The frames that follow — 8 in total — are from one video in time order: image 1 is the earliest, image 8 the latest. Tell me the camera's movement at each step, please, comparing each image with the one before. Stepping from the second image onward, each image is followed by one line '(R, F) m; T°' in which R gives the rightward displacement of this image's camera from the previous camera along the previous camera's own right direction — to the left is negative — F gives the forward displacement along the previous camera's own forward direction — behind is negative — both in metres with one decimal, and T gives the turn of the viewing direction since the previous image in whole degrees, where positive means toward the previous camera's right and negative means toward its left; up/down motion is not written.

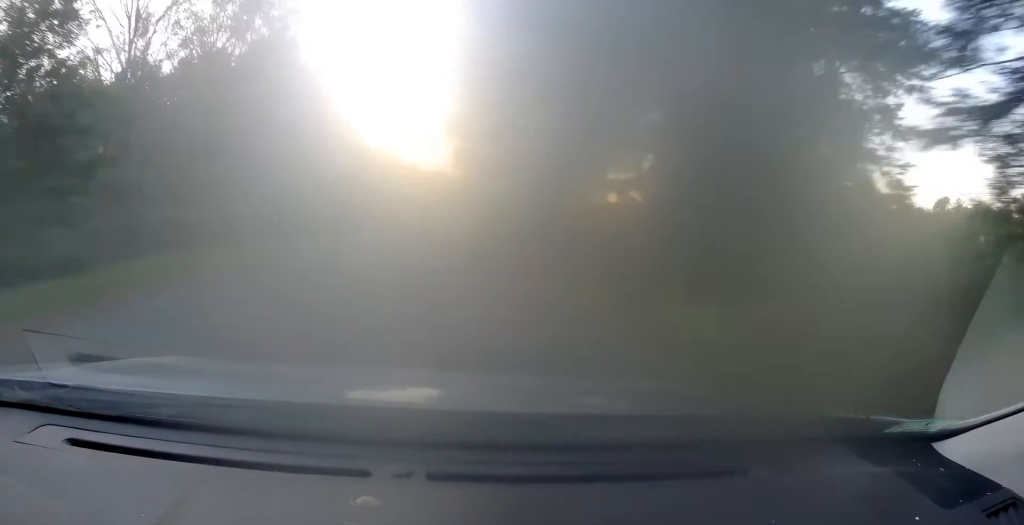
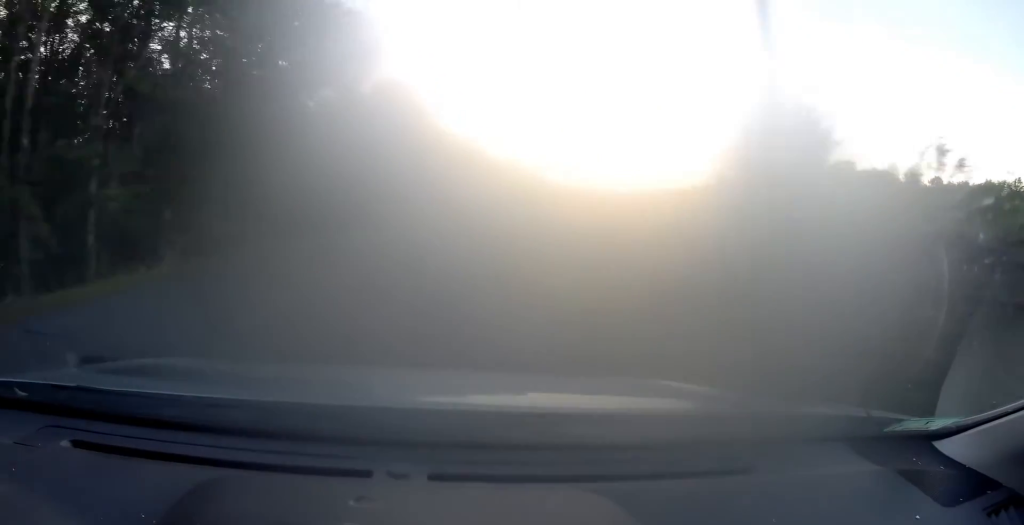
(-1.8, +60.5) m; -1°
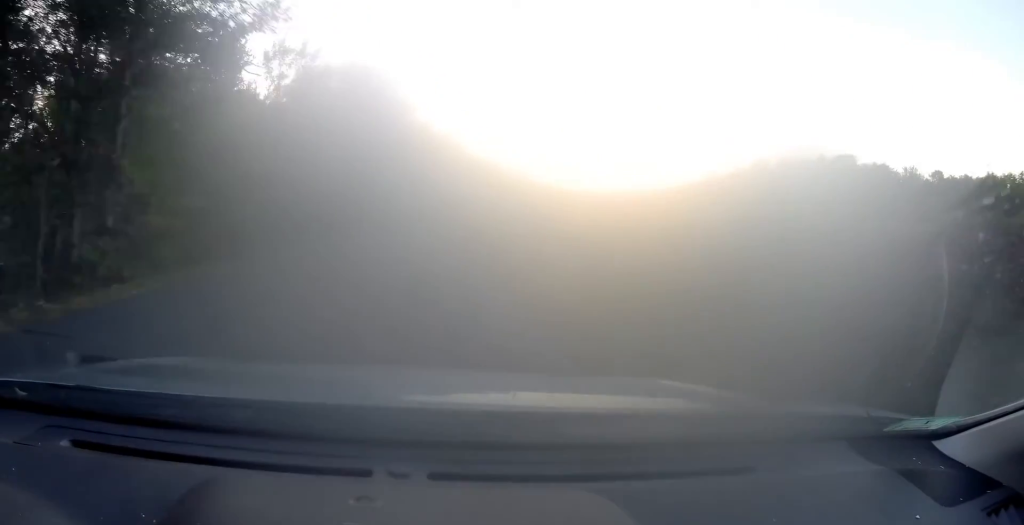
(+0.1, +12.0) m; +1°
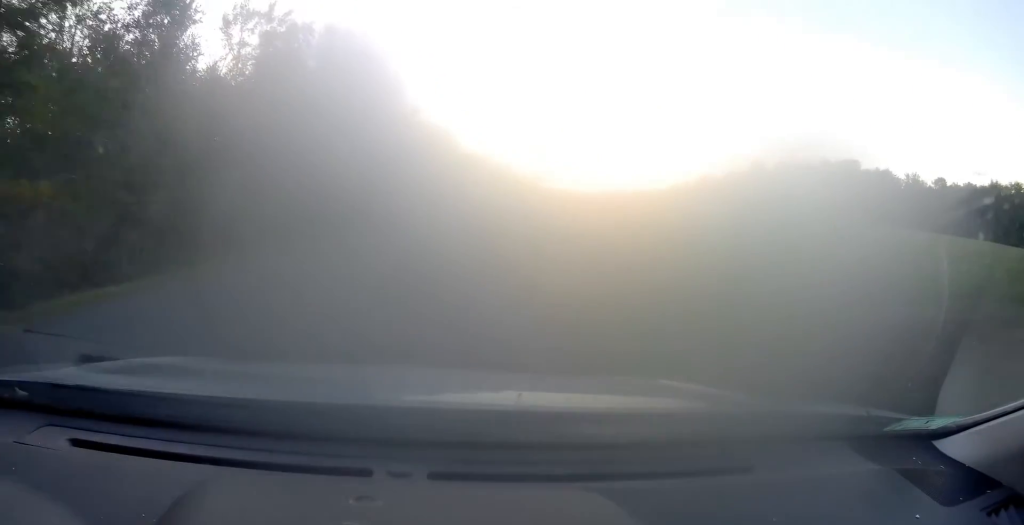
(0.0, +9.6) m; +1°
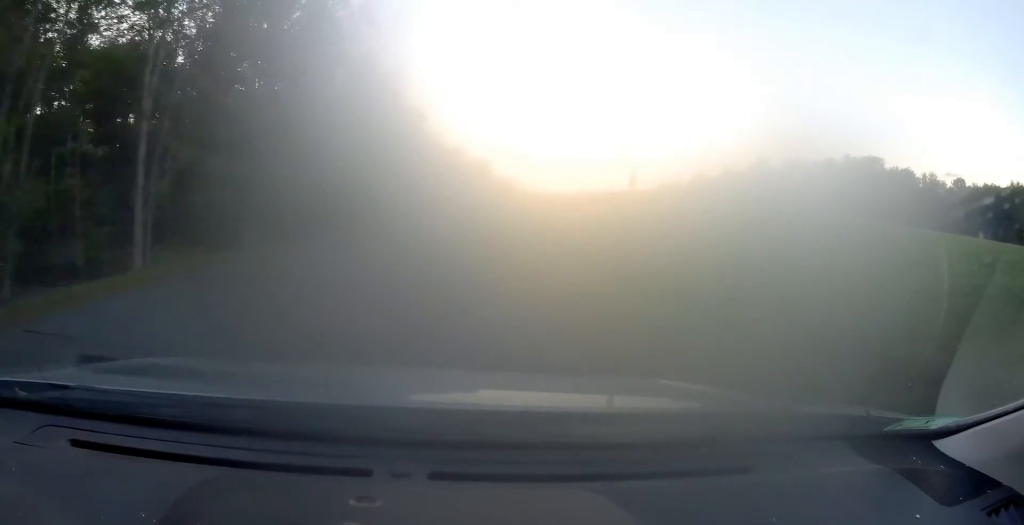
(+0.4, +24.8) m; +2°
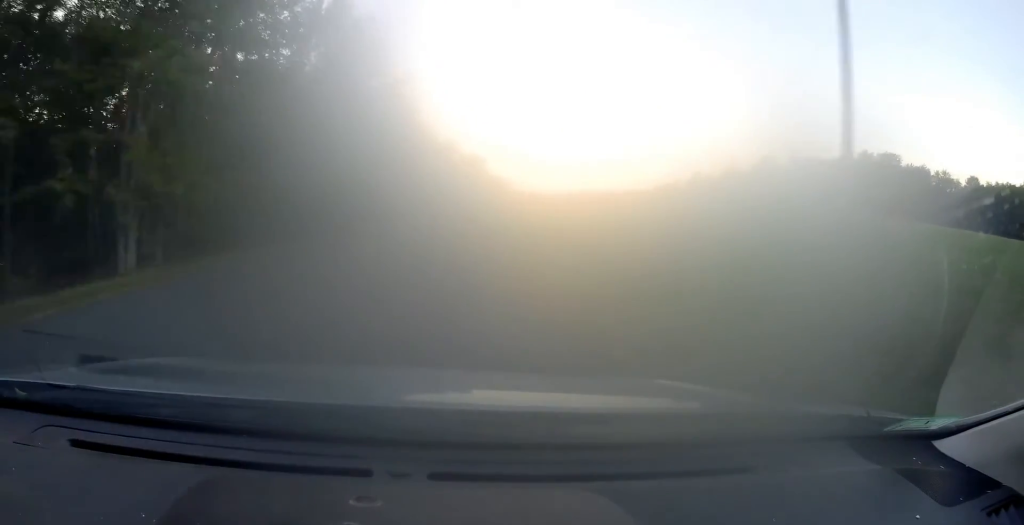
(+0.3, +11.1) m; +1°
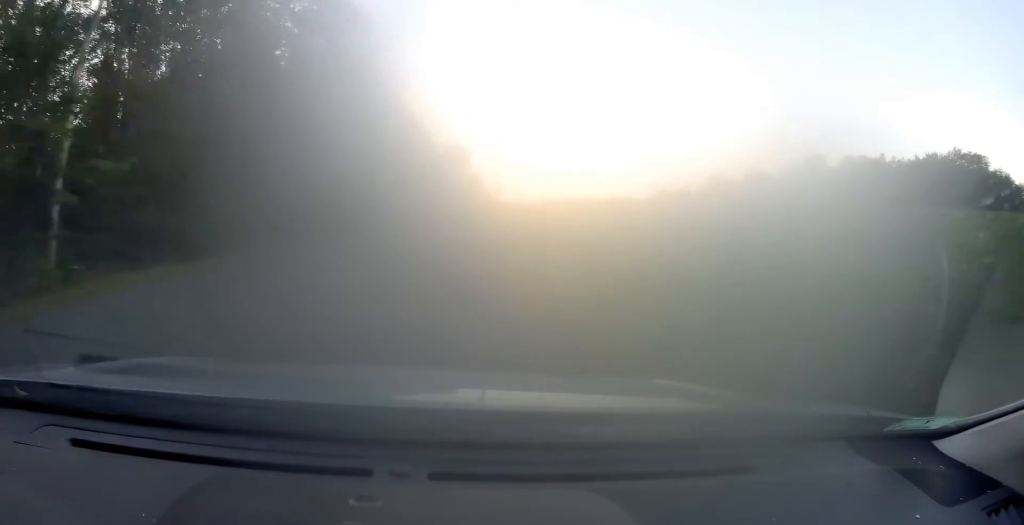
(+1.5, +40.3) m; +5°
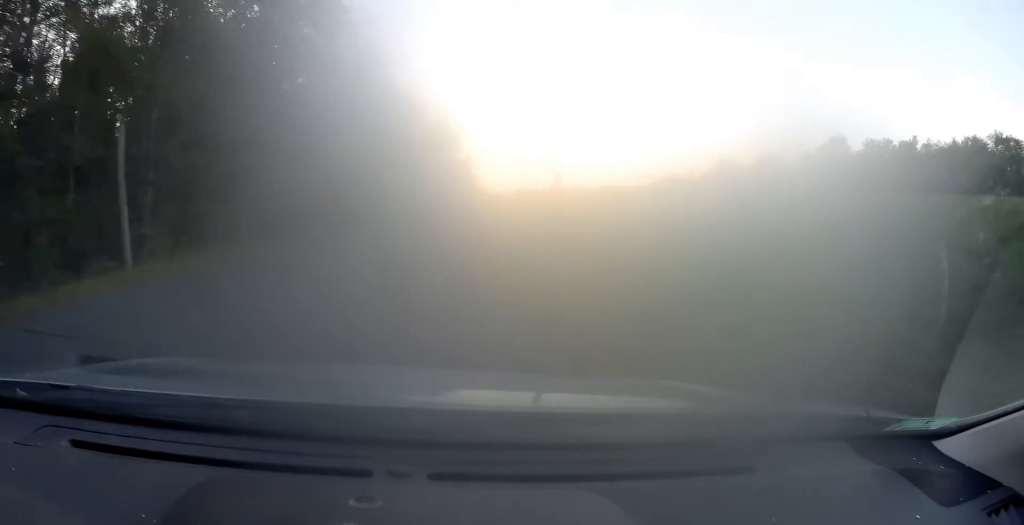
(+0.4, +15.1) m; +3°
